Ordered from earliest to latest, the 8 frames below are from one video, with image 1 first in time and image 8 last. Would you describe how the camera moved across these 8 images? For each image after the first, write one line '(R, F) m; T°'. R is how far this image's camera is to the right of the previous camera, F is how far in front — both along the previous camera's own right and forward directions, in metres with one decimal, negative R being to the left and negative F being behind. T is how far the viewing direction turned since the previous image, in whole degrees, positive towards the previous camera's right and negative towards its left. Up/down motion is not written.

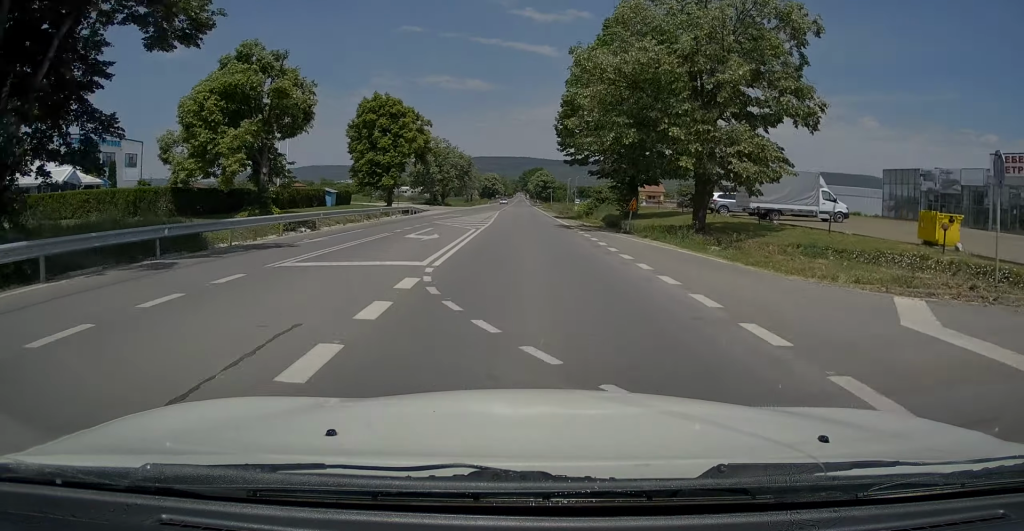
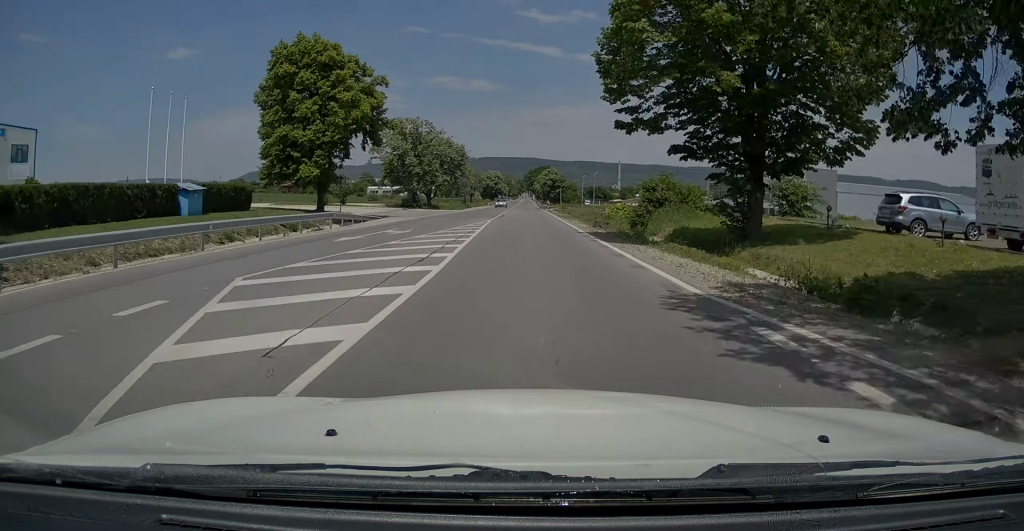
(-0.2, +21.8) m; -1°
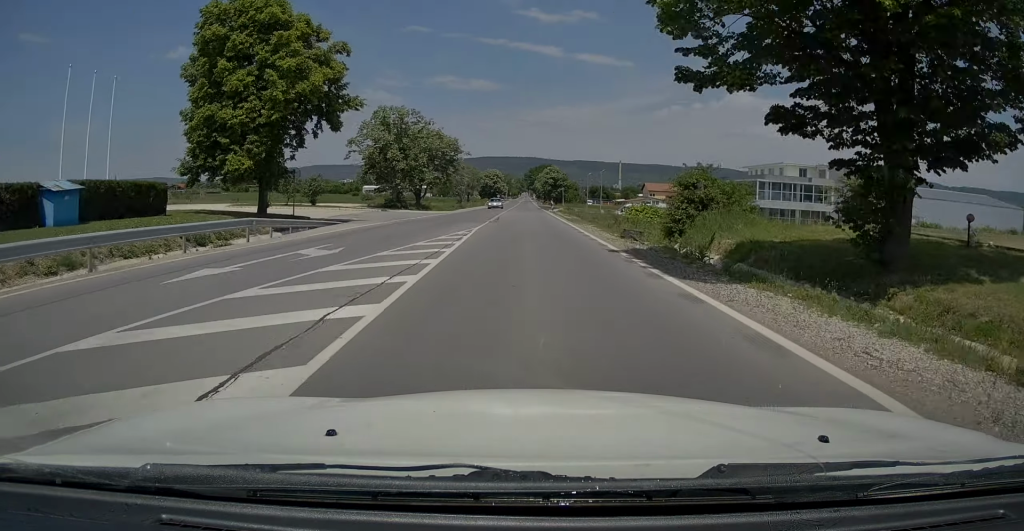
(0.0, +8.8) m; 0°
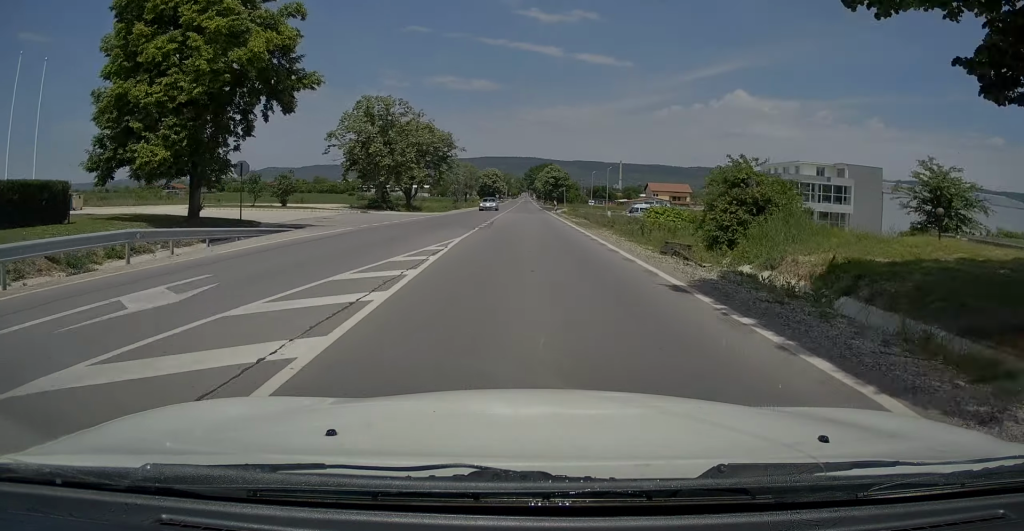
(0.0, +6.6) m; 0°
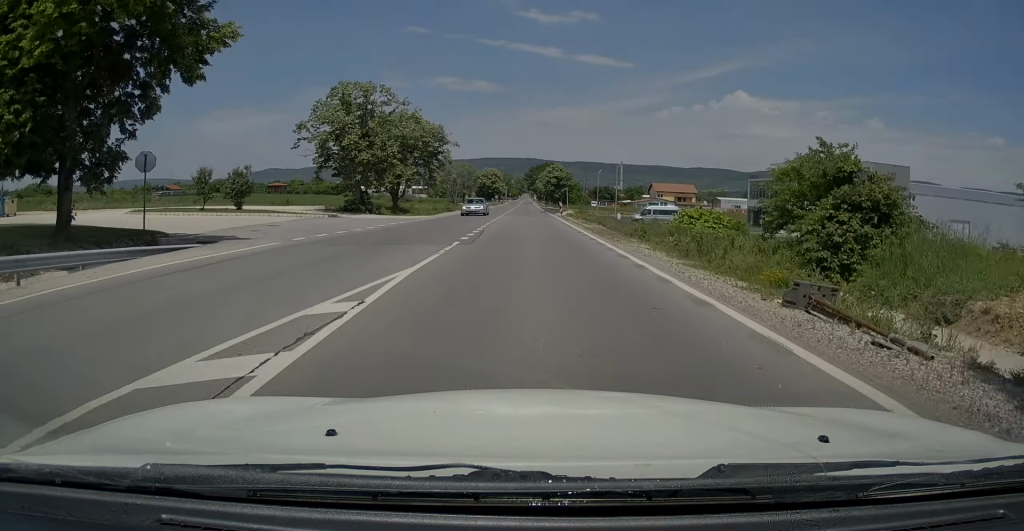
(0.0, +7.5) m; 0°
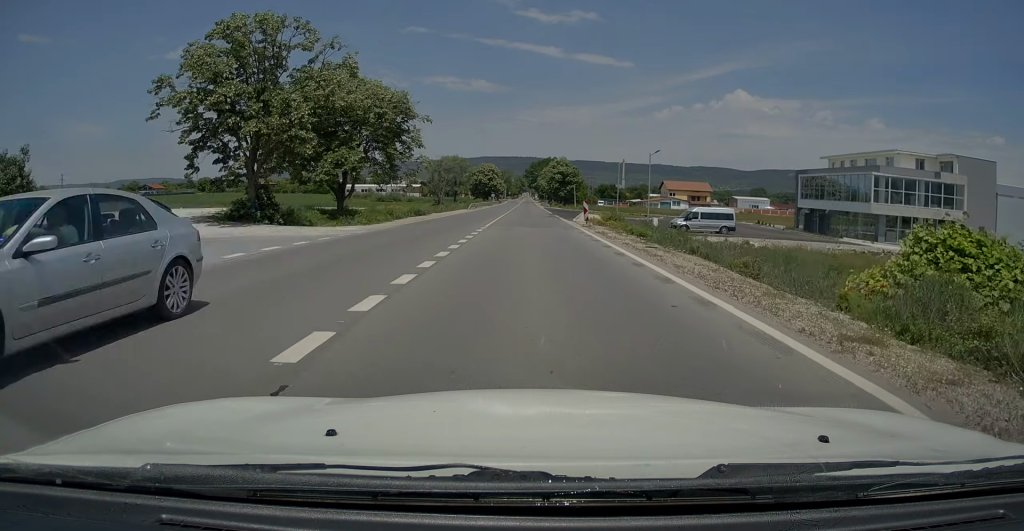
(+0.1, +19.2) m; 0°
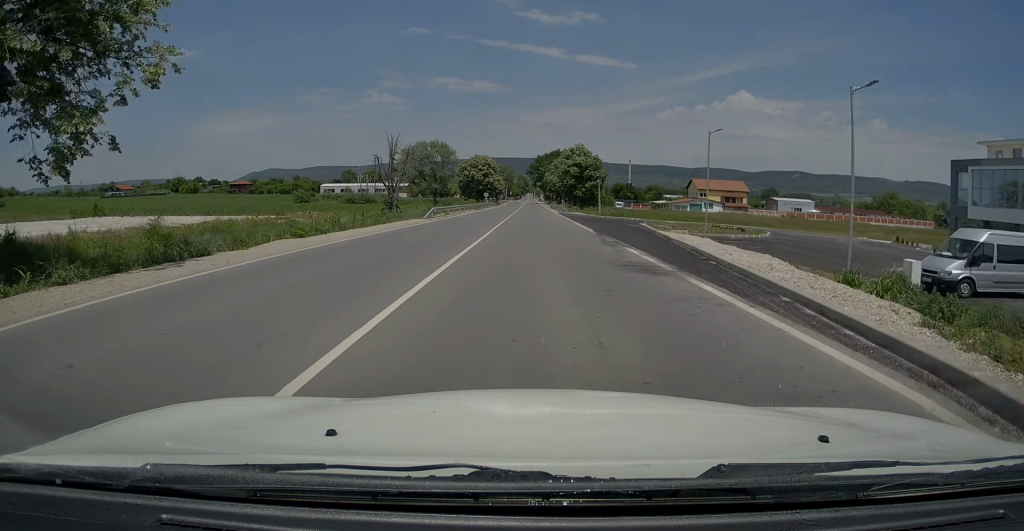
(-0.4, +34.5) m; 0°
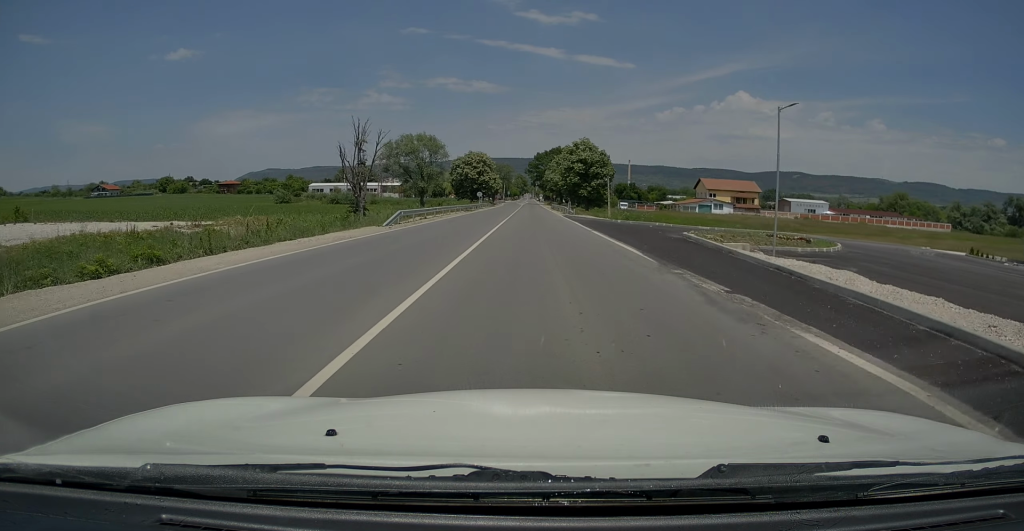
(+0.1, +11.1) m; 0°
